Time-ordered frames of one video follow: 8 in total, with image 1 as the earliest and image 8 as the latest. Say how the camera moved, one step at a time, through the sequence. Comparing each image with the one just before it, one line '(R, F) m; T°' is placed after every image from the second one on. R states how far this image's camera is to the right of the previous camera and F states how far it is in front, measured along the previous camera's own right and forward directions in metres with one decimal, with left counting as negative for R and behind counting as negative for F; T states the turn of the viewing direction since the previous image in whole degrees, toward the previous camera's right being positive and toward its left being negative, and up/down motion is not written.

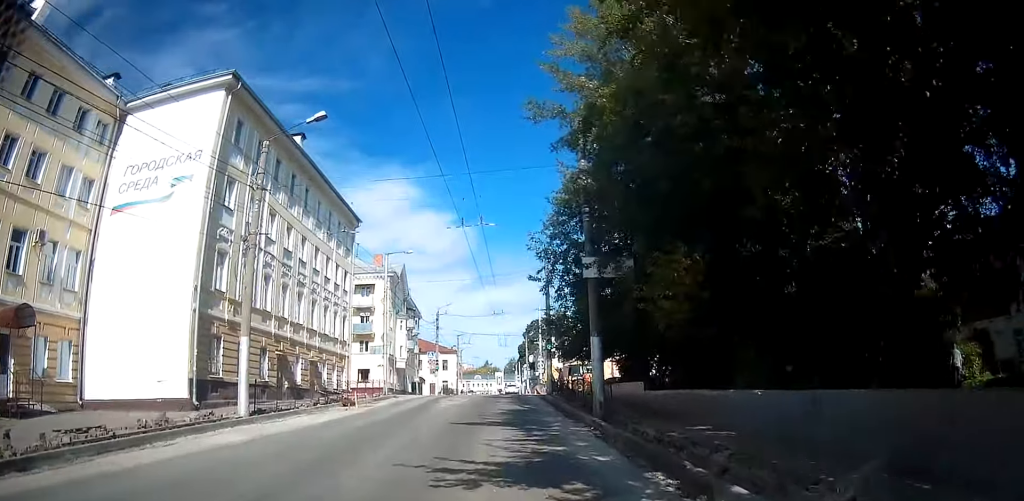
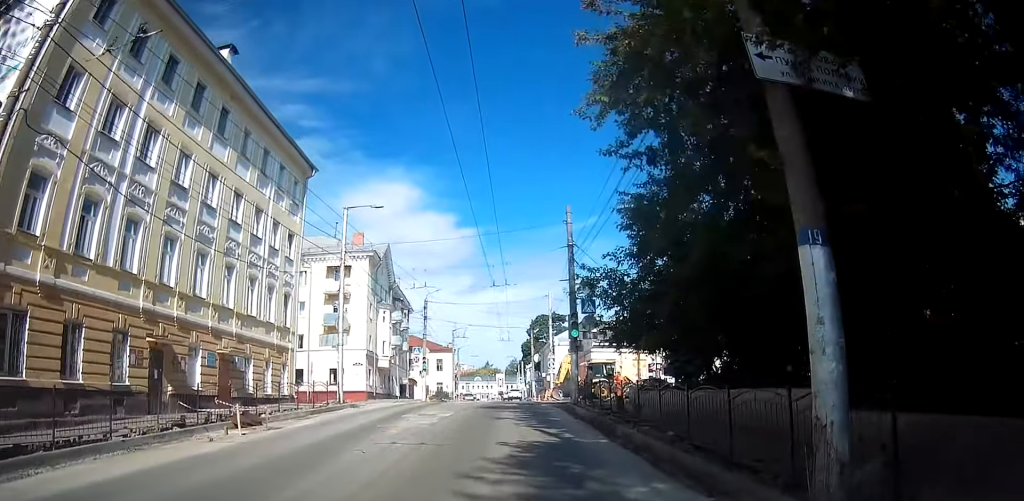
(-0.1, +12.2) m; +1°
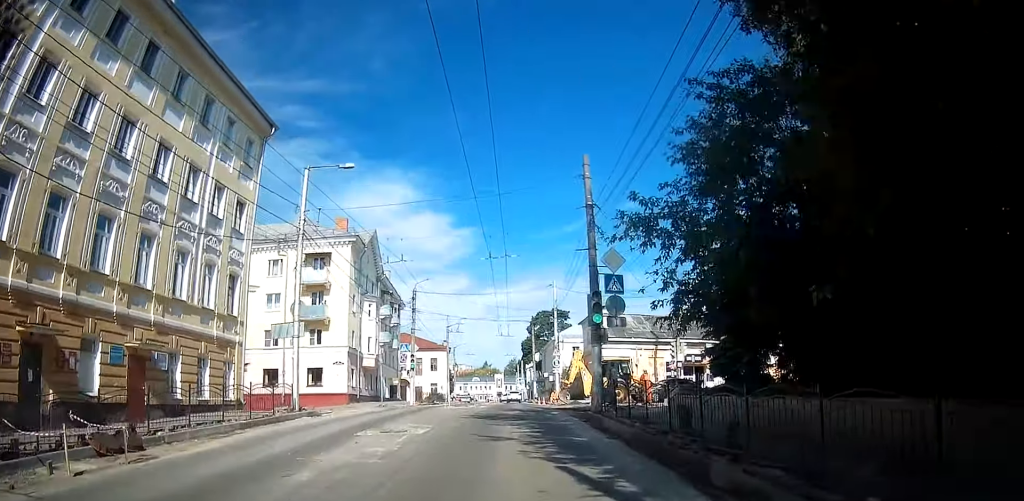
(-0.2, +6.5) m; +1°
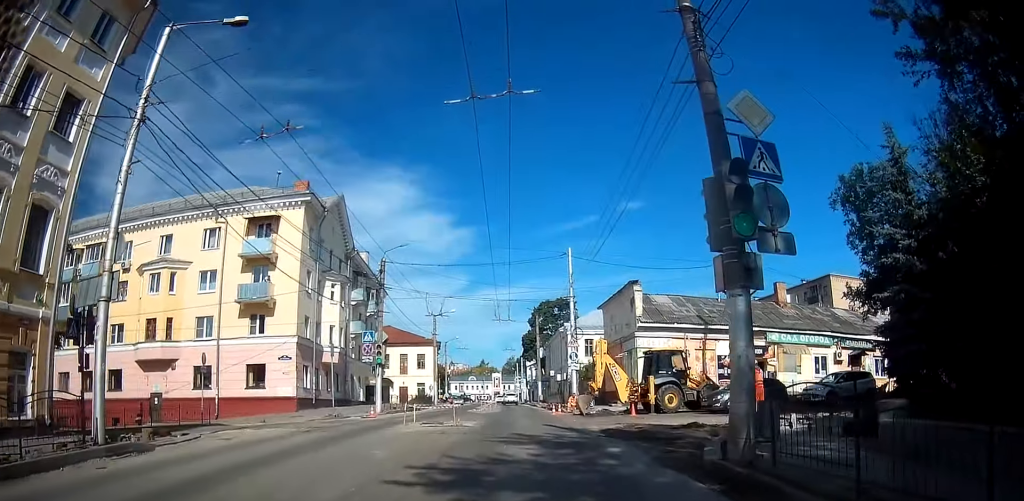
(+0.5, +13.0) m; +1°
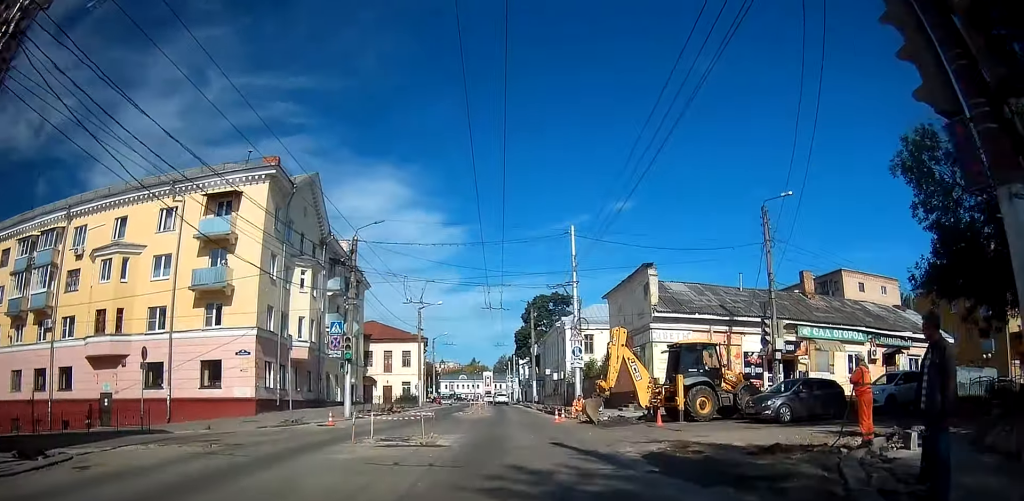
(-0.3, +6.0) m; -1°
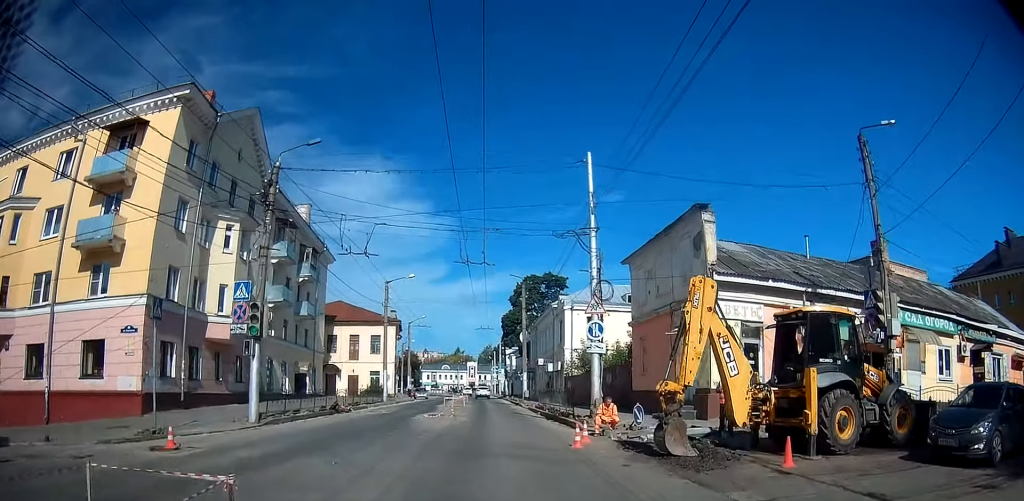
(+0.4, +11.2) m; +1°
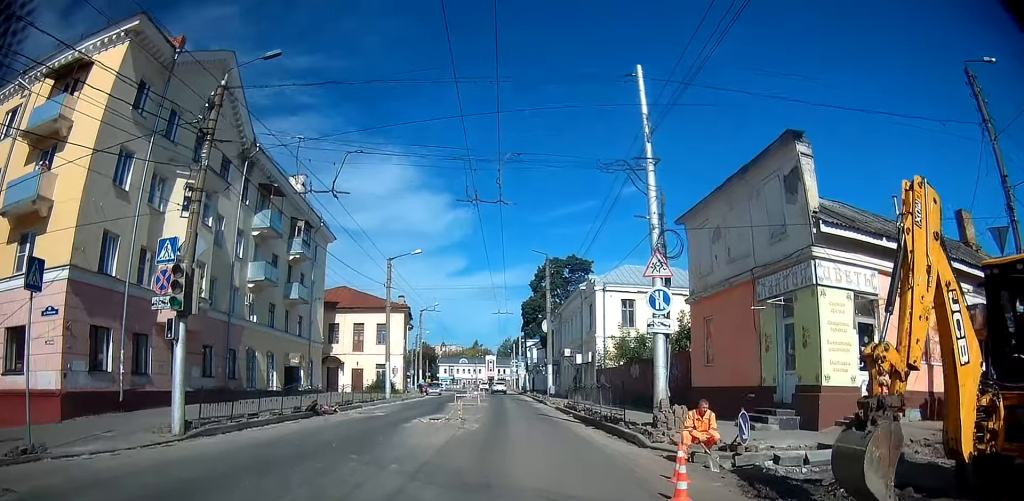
(-0.1, +6.7) m; -2°
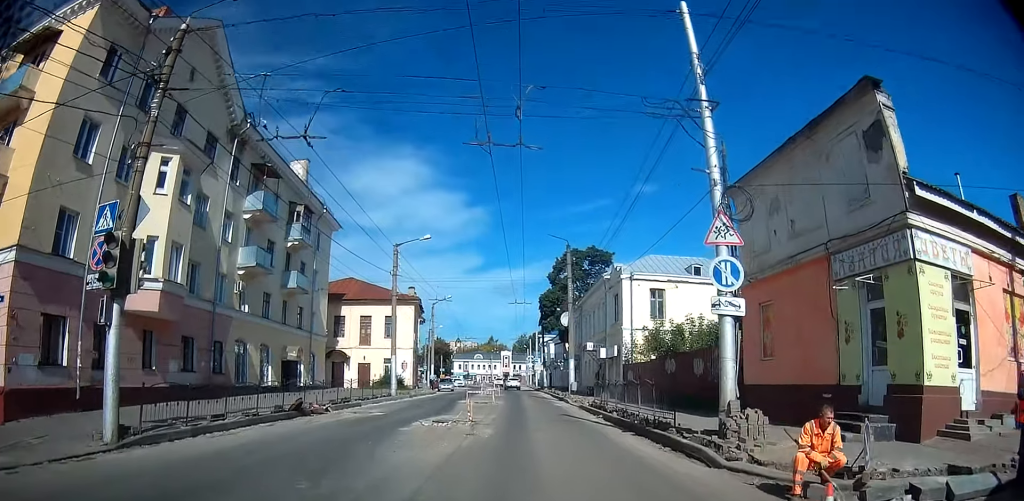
(-0.1, +3.6) m; +1°
